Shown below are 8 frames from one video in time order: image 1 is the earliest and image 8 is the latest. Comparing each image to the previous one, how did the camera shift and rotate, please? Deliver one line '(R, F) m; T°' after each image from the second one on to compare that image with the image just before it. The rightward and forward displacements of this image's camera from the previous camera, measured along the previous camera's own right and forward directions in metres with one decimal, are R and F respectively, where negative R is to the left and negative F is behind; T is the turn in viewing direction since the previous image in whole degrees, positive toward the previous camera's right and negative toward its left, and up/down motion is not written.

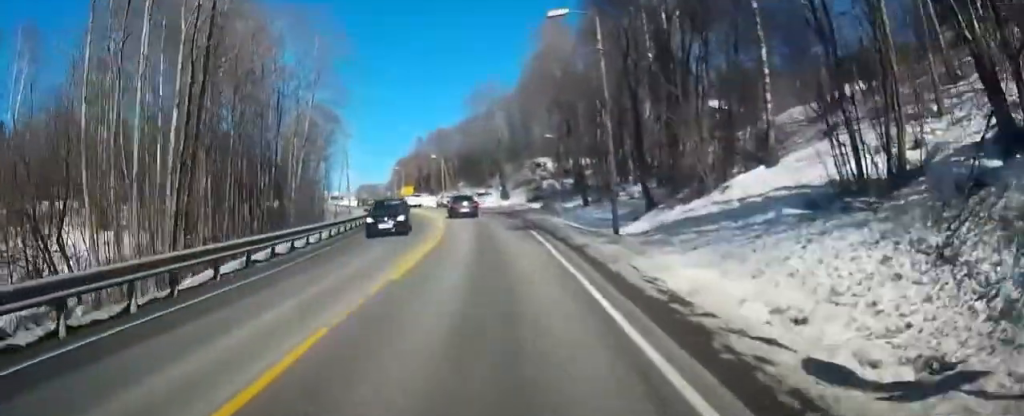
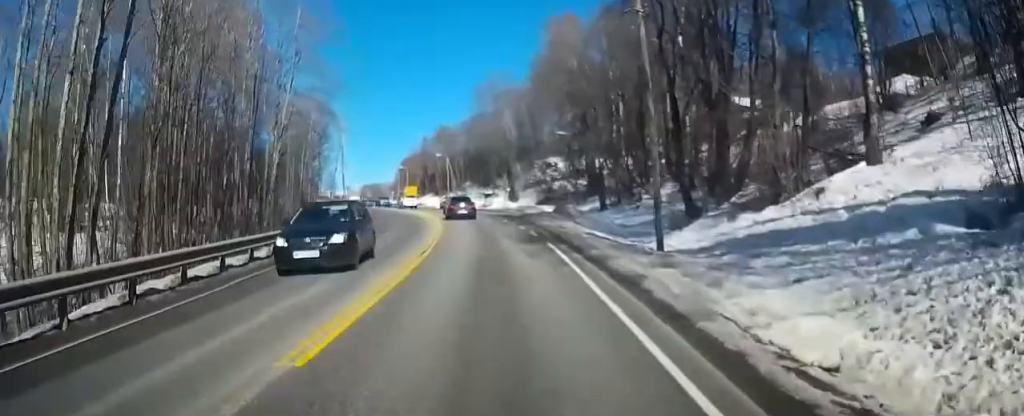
(0.0, +5.3) m; -1°
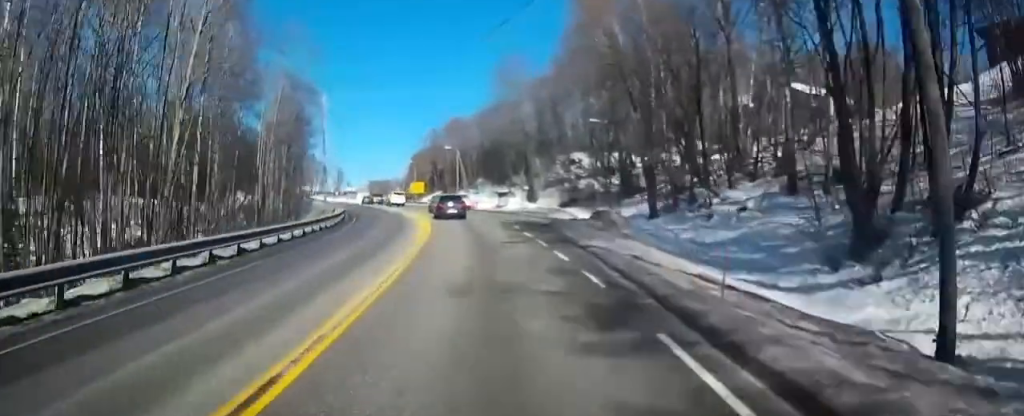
(-0.3, +11.5) m; -2°
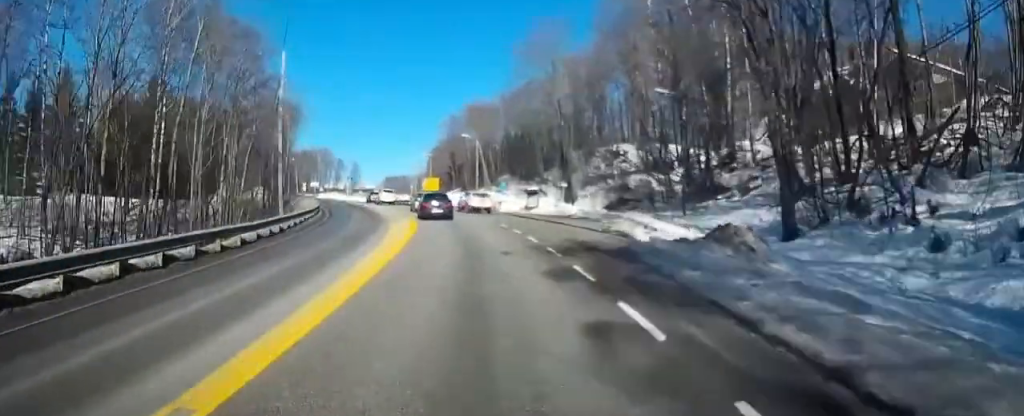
(-0.3, +14.8) m; -3°
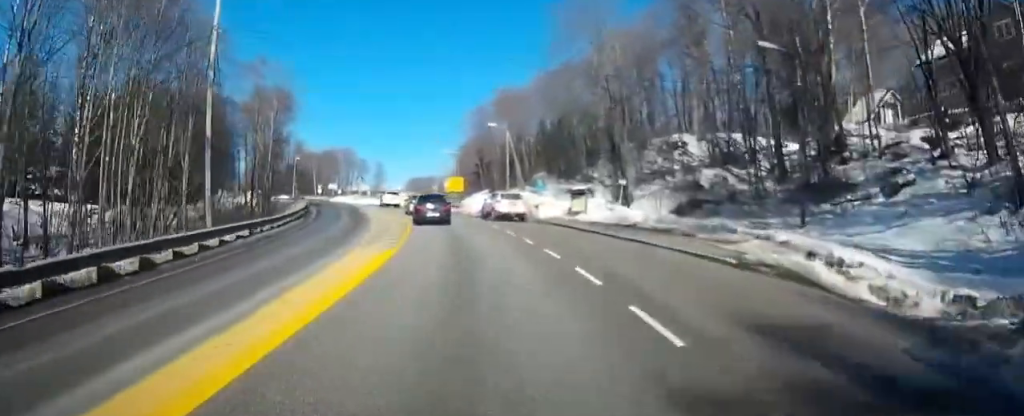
(-0.2, +11.9) m; -3°
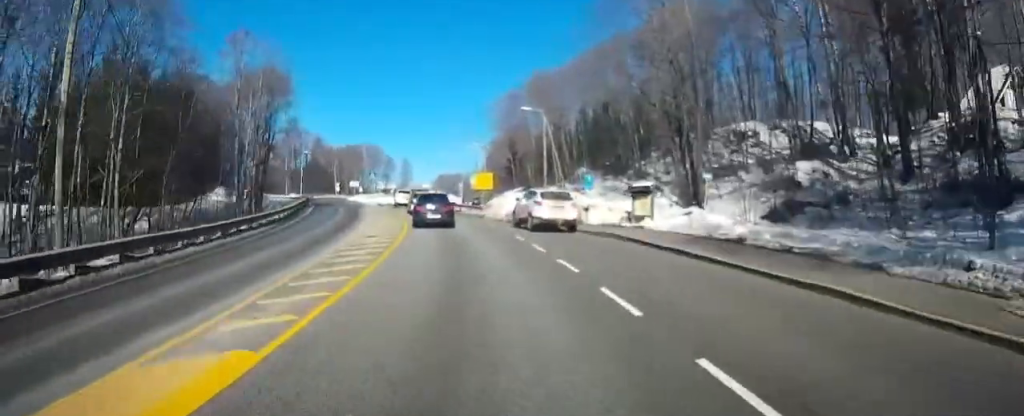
(-0.2, +10.2) m; -3°
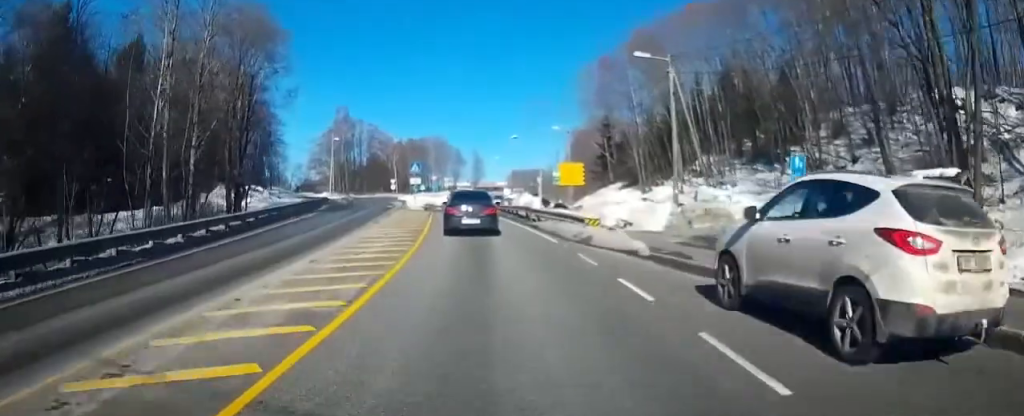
(-1.1, +18.2) m; -7°
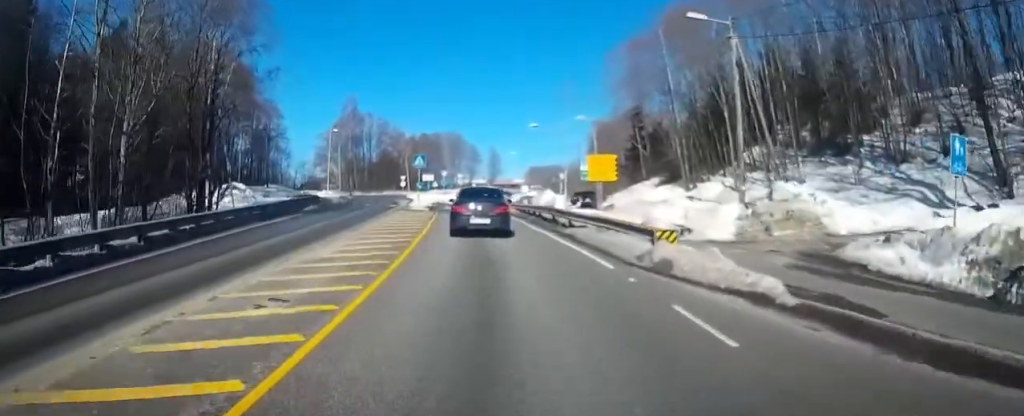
(-0.2, +6.6) m; -2°
